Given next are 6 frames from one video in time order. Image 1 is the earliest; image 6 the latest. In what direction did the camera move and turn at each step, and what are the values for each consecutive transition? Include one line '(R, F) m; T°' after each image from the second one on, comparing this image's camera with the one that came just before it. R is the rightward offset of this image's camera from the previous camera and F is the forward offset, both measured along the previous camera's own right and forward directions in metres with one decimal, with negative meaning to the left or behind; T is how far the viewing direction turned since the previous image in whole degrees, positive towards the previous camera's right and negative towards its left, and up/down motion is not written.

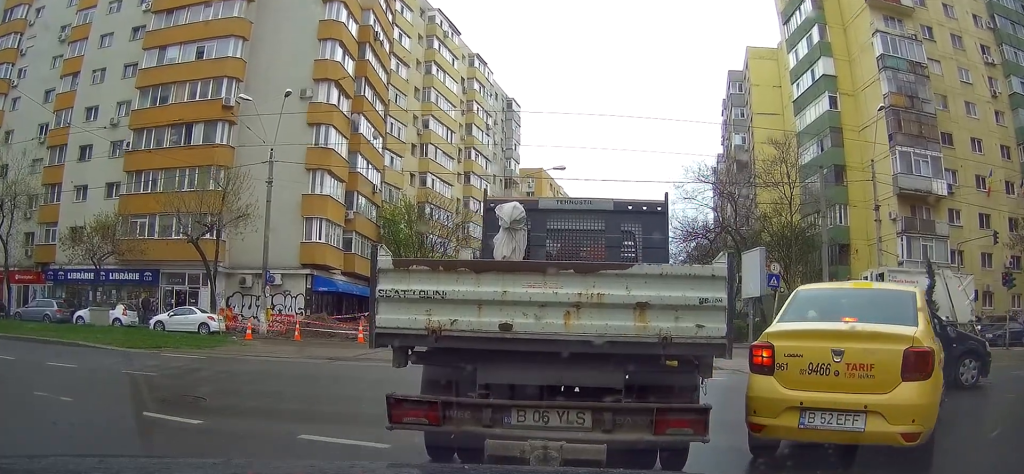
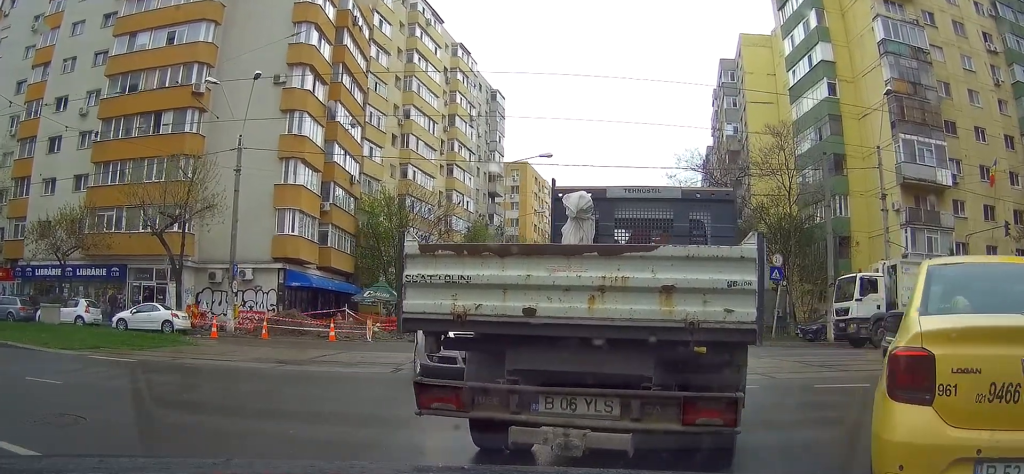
(+0.2, +2.6) m; +6°
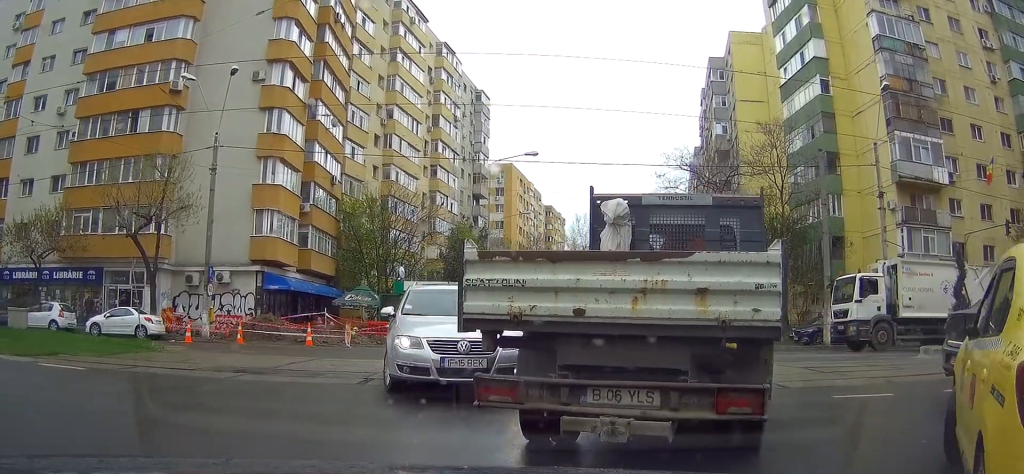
(0.0, +1.4) m; +7°
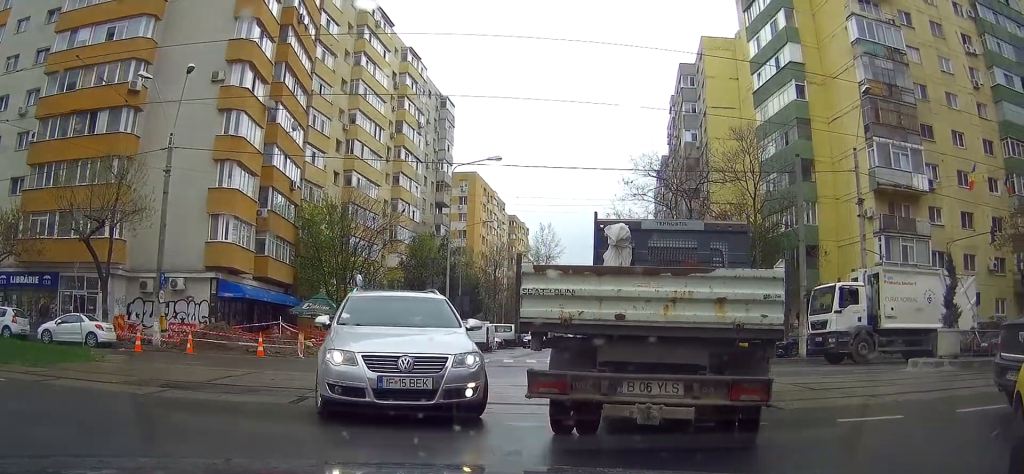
(+0.1, +1.6) m; +4°
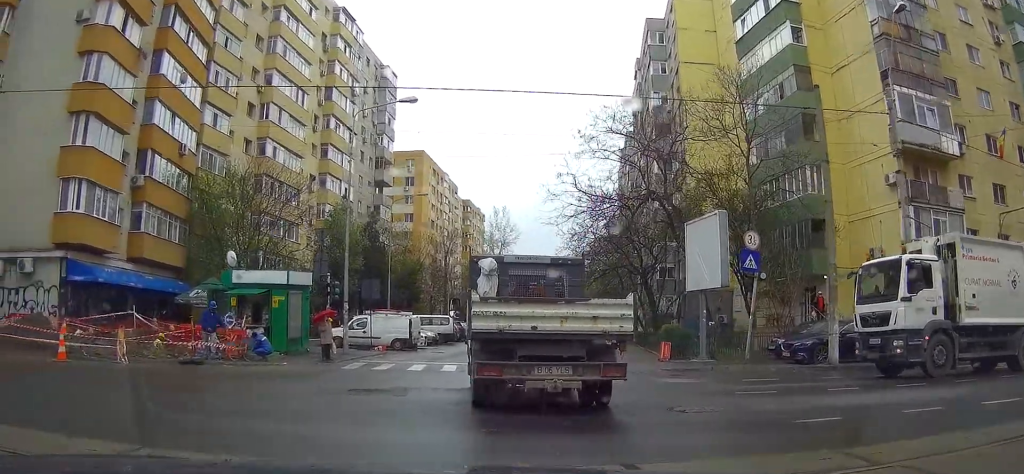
(-0.8, +8.4) m; -10°
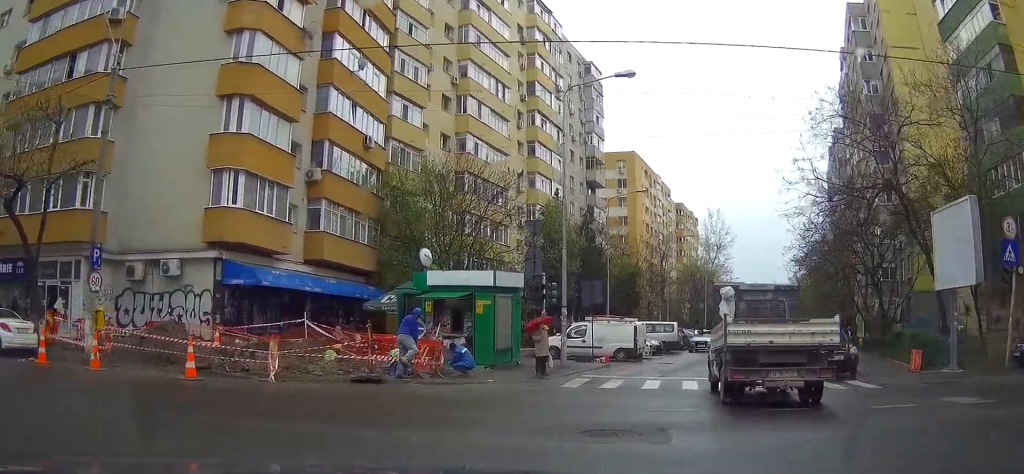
(-0.1, +4.2) m; -13°
